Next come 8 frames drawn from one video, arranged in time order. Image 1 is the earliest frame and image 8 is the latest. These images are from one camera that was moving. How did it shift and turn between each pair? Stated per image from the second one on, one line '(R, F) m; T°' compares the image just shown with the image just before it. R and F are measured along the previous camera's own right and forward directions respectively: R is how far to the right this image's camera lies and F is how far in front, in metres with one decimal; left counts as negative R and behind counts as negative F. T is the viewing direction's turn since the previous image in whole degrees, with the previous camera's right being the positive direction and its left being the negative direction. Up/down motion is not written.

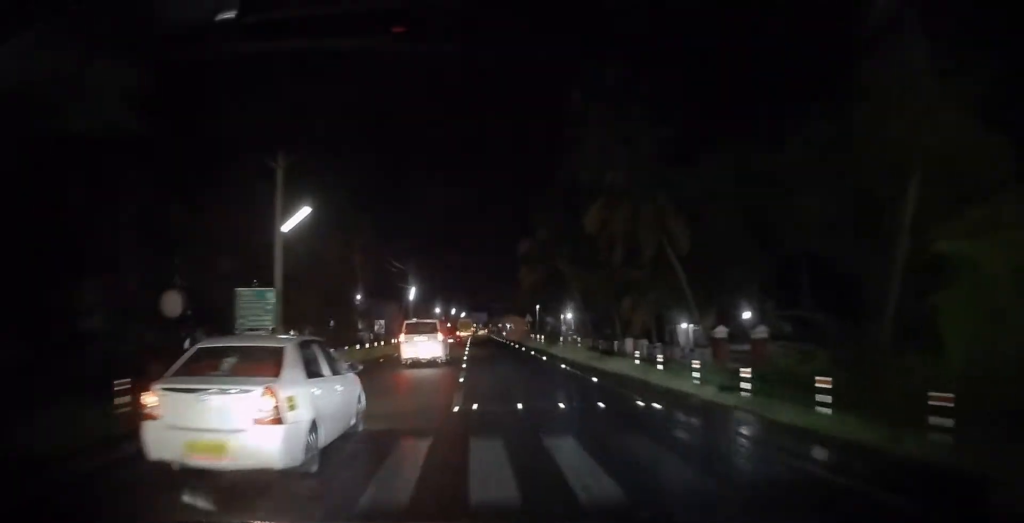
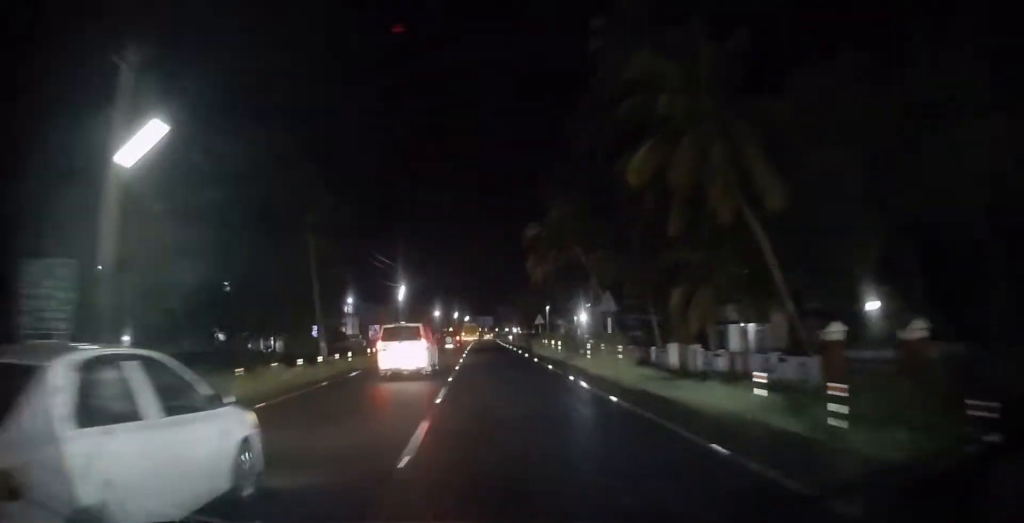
(0.0, +10.0) m; 0°
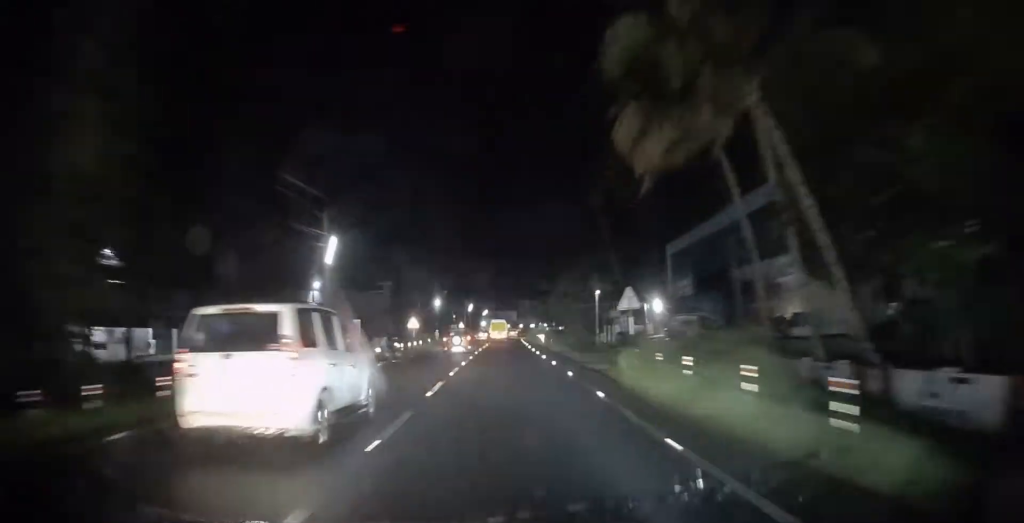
(0.0, +28.3) m; 0°
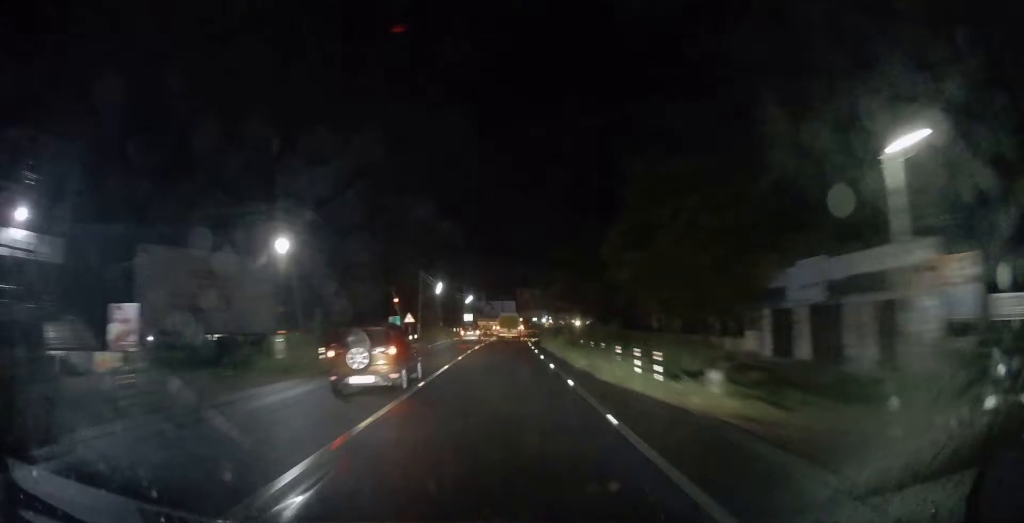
(-0.9, +47.6) m; -1°
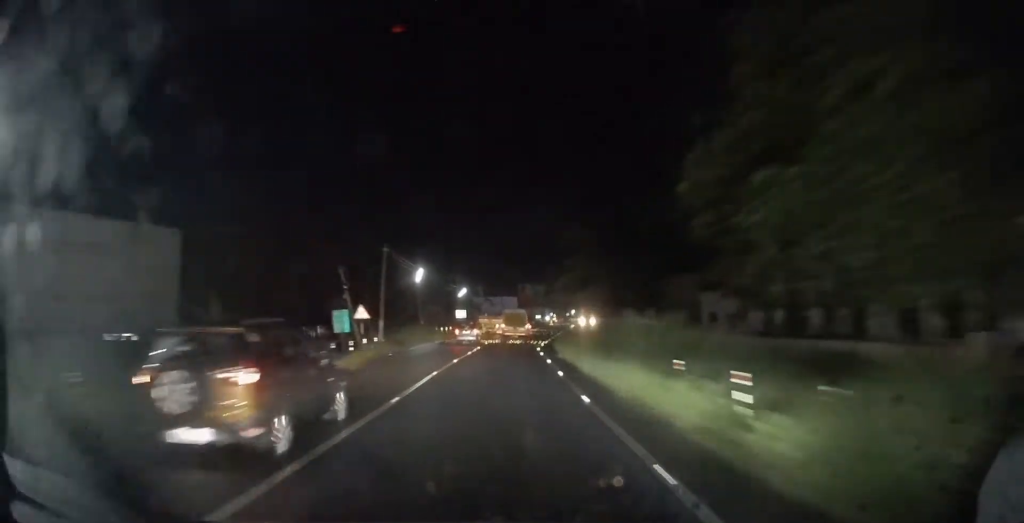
(+0.1, +16.0) m; 0°
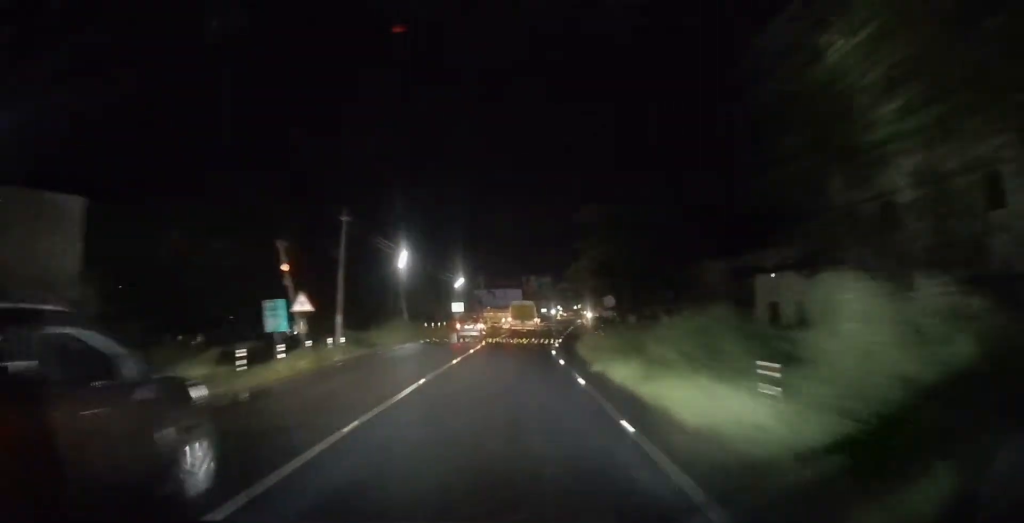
(+0.1, +10.4) m; 0°
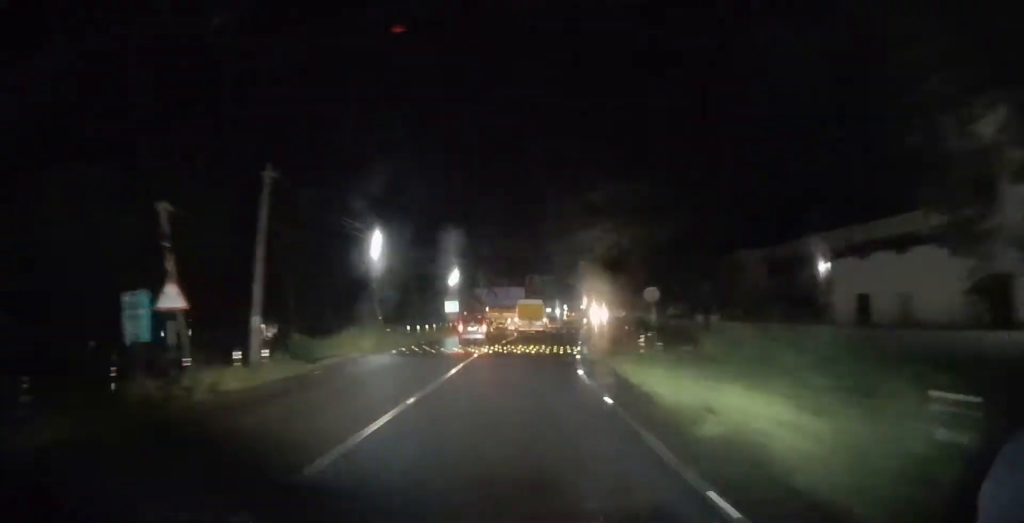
(-0.1, +9.9) m; 0°
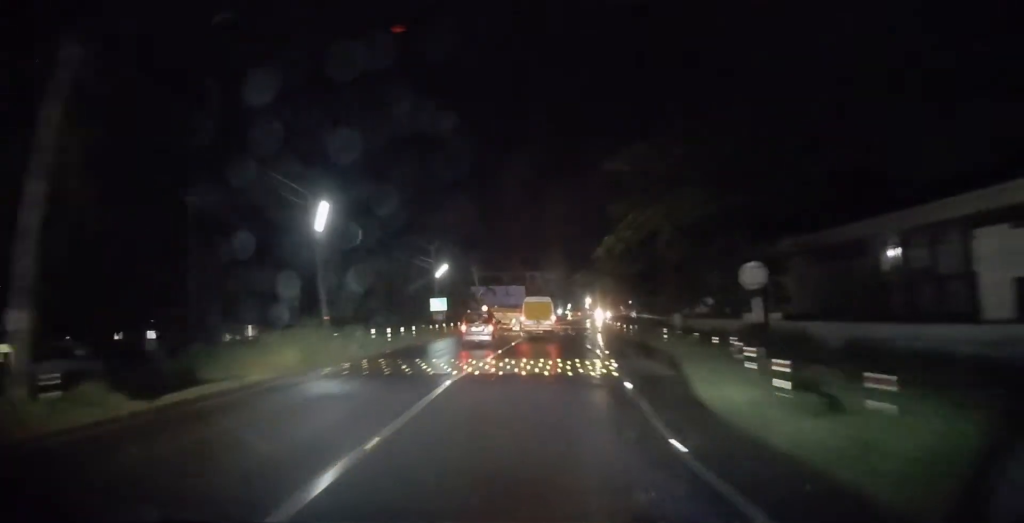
(-0.1, +11.4) m; 0°
